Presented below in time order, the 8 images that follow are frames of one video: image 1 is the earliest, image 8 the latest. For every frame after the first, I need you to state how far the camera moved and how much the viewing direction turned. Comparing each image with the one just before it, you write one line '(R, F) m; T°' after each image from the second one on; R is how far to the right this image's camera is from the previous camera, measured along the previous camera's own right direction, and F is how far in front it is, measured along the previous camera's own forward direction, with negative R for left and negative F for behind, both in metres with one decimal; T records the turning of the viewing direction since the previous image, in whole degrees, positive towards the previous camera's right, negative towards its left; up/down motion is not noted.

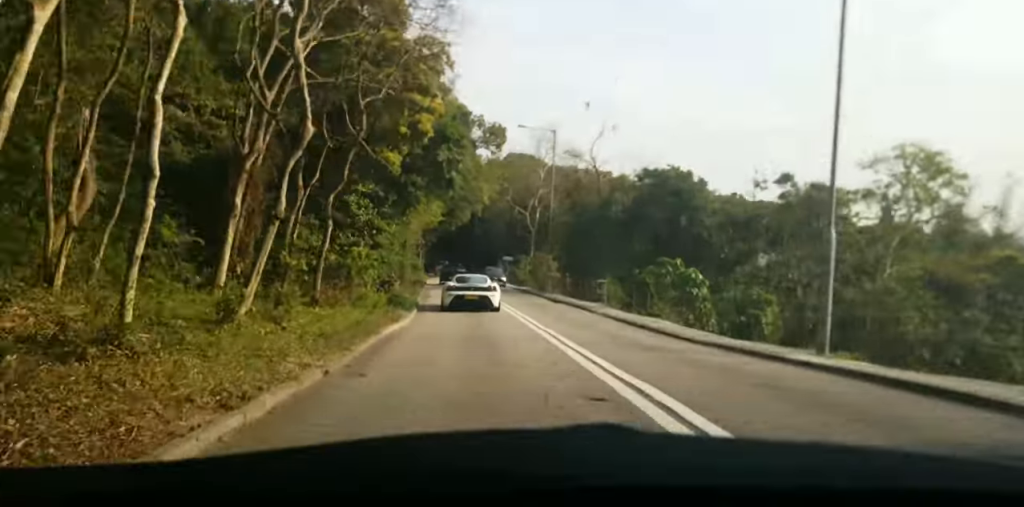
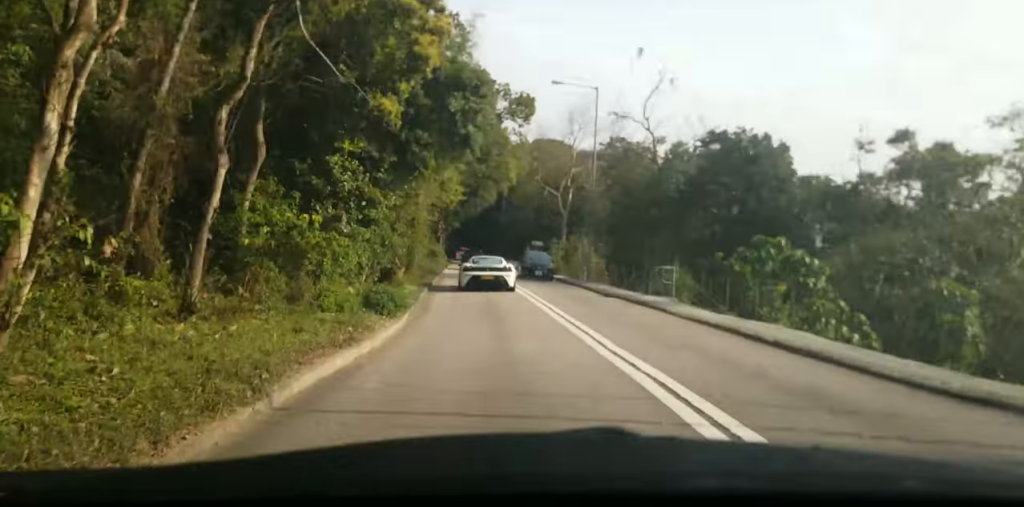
(-0.3, +8.8) m; -3°
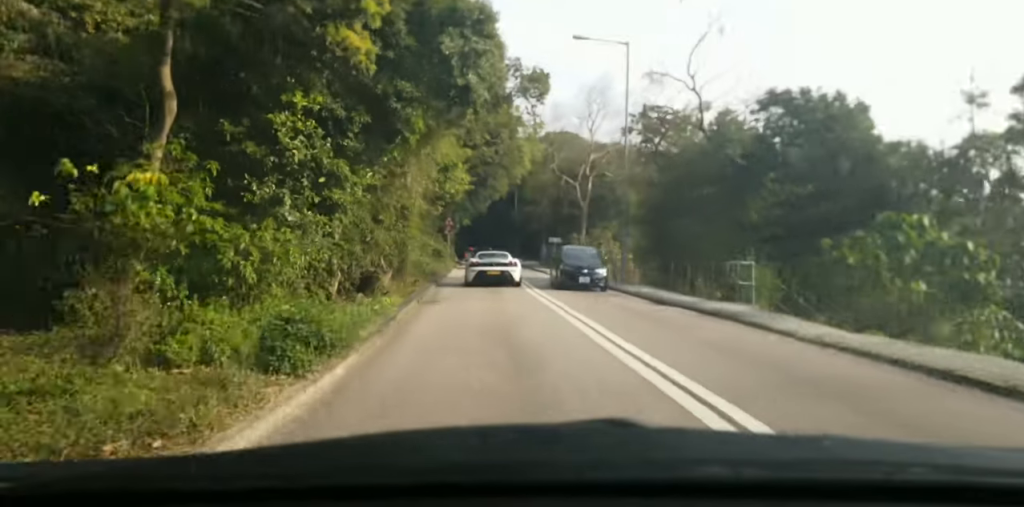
(-0.1, +6.8) m; -2°
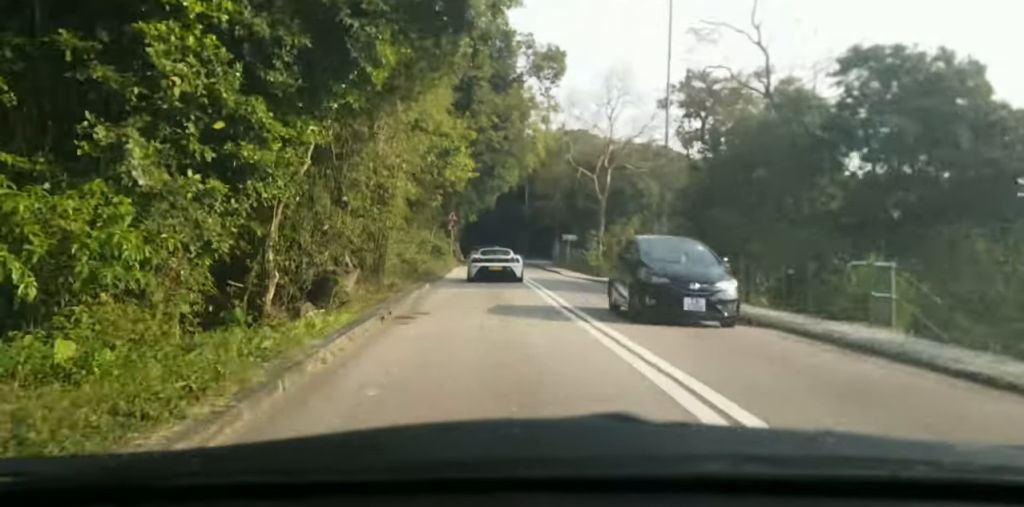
(-0.2, +6.4) m; -1°
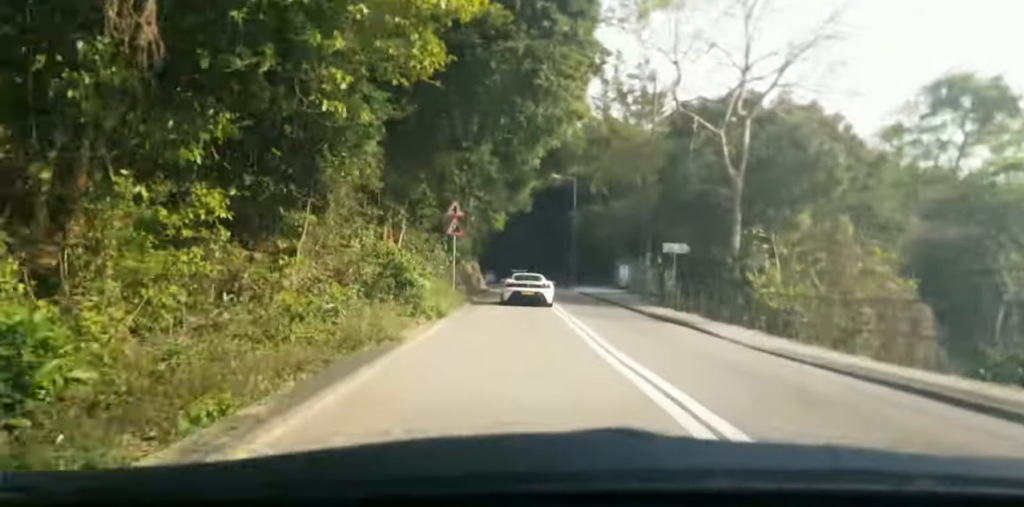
(-1.2, +29.5) m; -2°
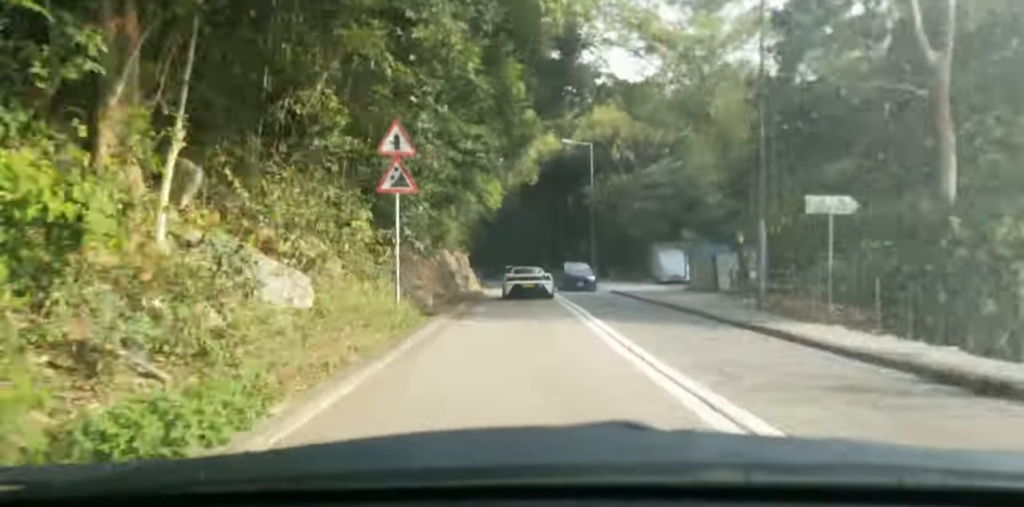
(+0.4, +16.2) m; -1°
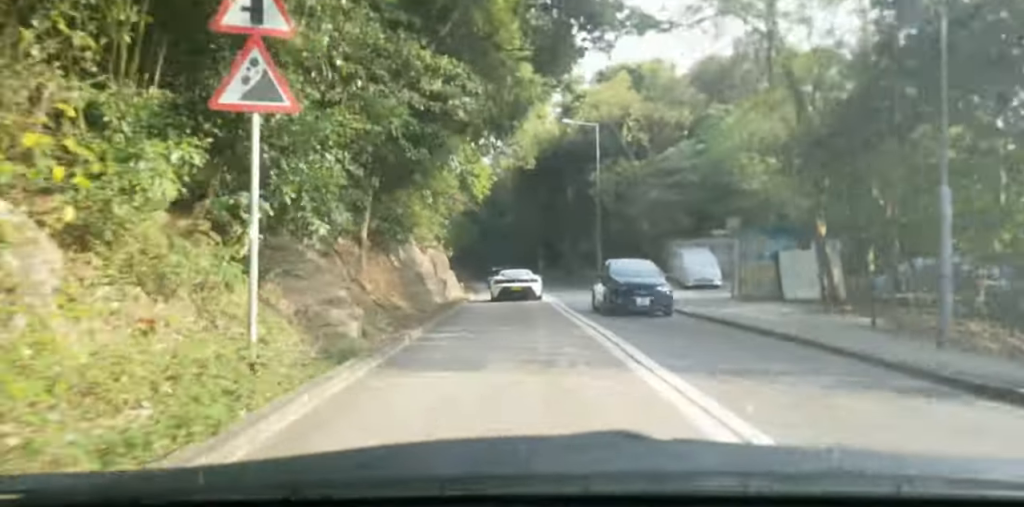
(-0.4, +8.6) m; -1°
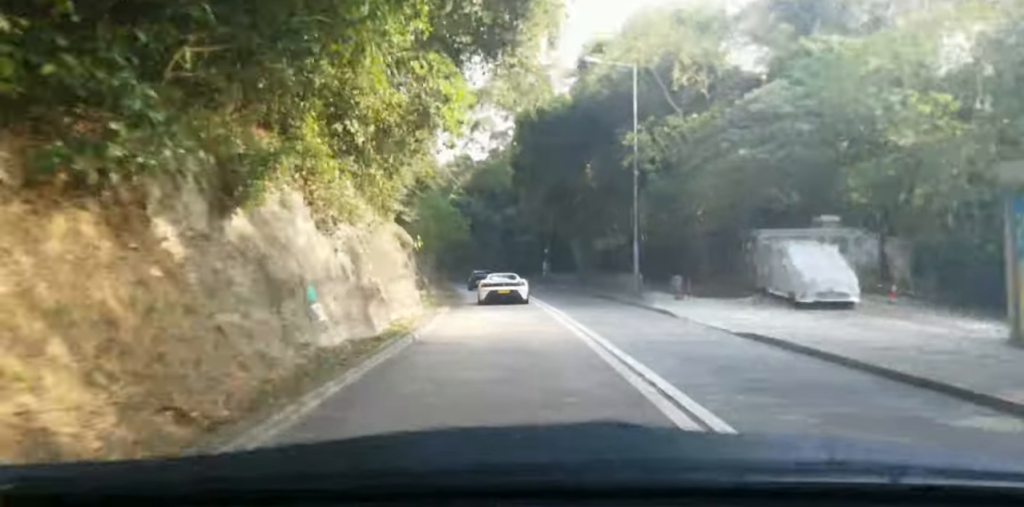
(0.0, +15.2) m; 0°
